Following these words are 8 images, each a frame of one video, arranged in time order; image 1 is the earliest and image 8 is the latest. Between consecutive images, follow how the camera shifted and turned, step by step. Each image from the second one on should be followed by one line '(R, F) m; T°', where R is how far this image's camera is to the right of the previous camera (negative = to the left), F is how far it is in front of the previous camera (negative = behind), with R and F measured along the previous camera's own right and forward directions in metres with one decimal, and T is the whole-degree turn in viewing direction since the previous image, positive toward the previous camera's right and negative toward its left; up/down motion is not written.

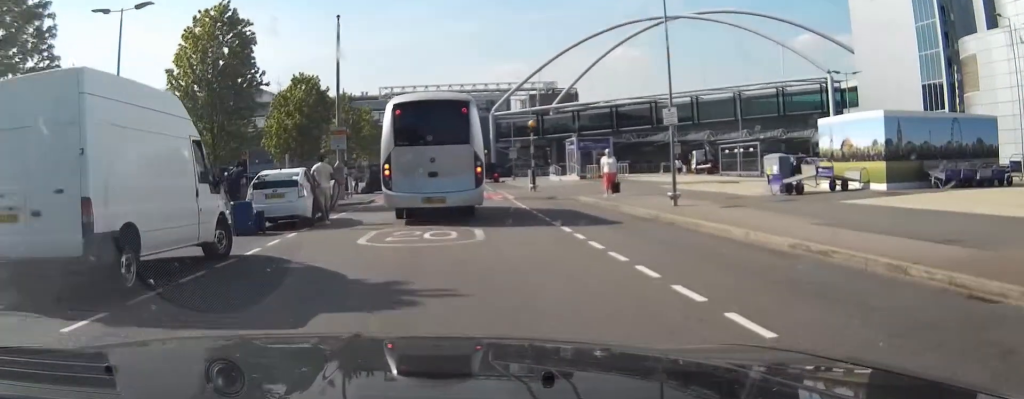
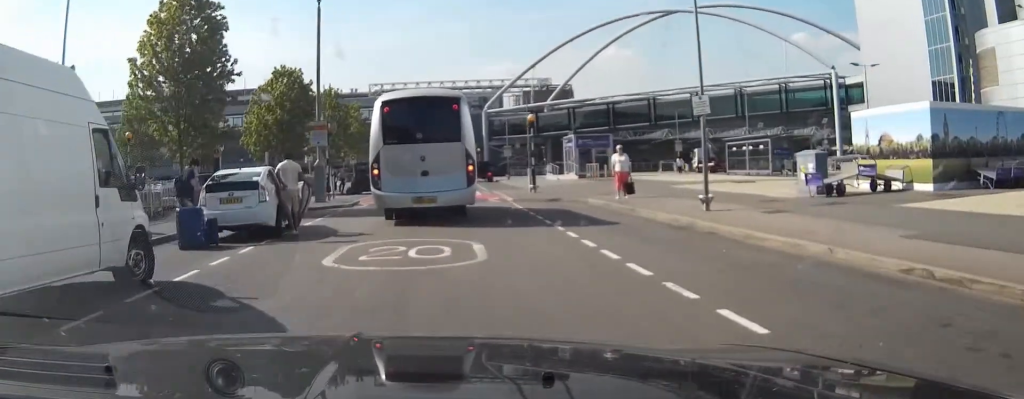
(+0.1, +2.9) m; +3°
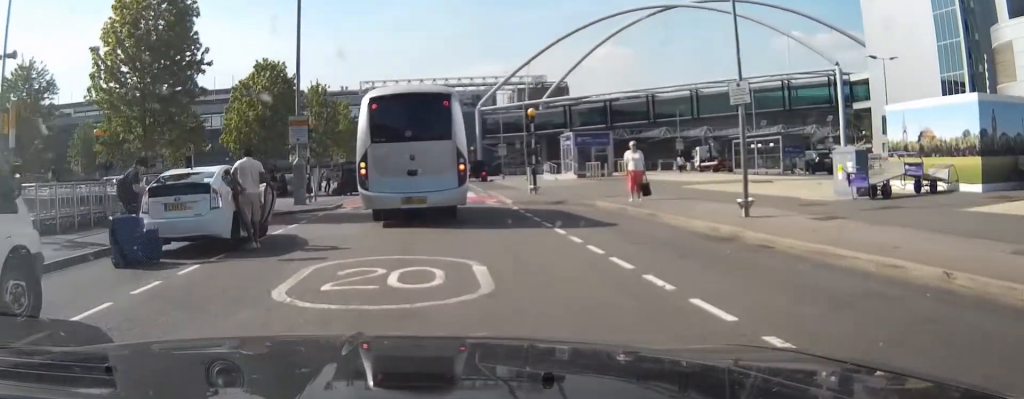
(0.0, +2.7) m; +3°
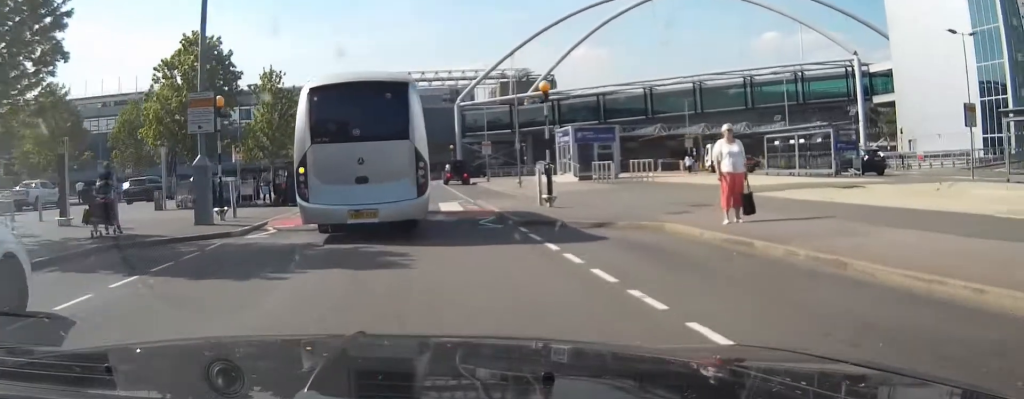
(+0.7, +8.9) m; +6°
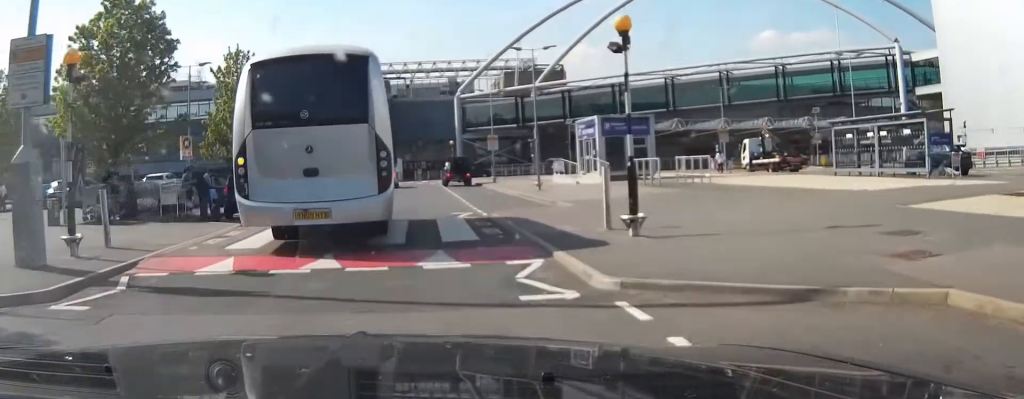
(0.0, +9.5) m; -1°
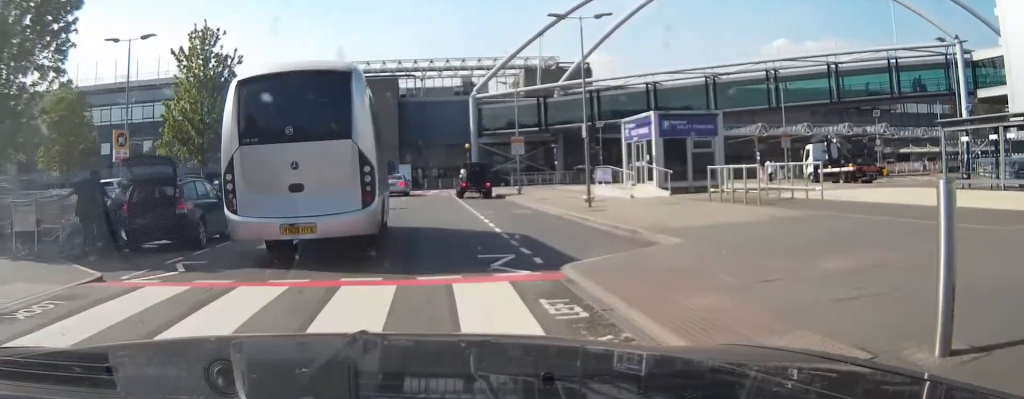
(-0.5, +10.3) m; -6°
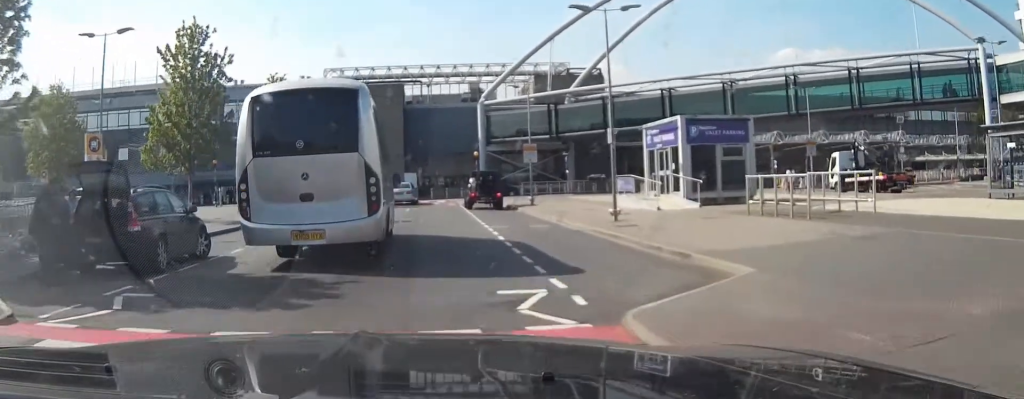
(0.0, +3.3) m; -3°
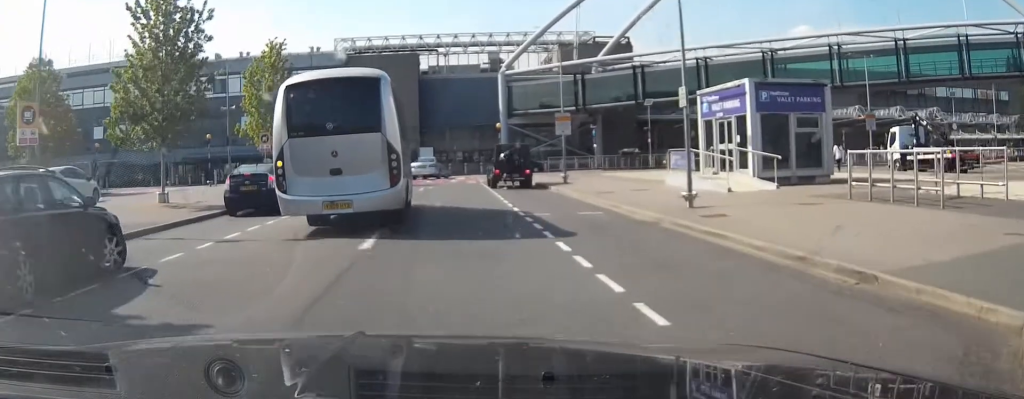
(-0.2, +5.8) m; 0°
